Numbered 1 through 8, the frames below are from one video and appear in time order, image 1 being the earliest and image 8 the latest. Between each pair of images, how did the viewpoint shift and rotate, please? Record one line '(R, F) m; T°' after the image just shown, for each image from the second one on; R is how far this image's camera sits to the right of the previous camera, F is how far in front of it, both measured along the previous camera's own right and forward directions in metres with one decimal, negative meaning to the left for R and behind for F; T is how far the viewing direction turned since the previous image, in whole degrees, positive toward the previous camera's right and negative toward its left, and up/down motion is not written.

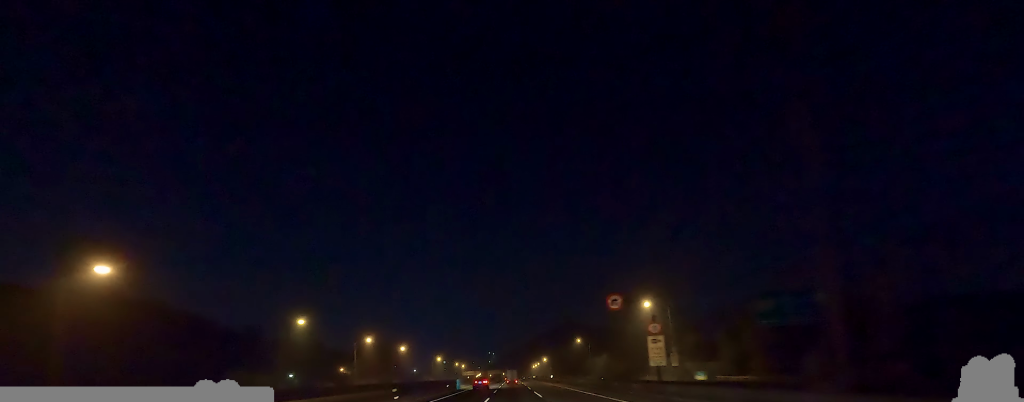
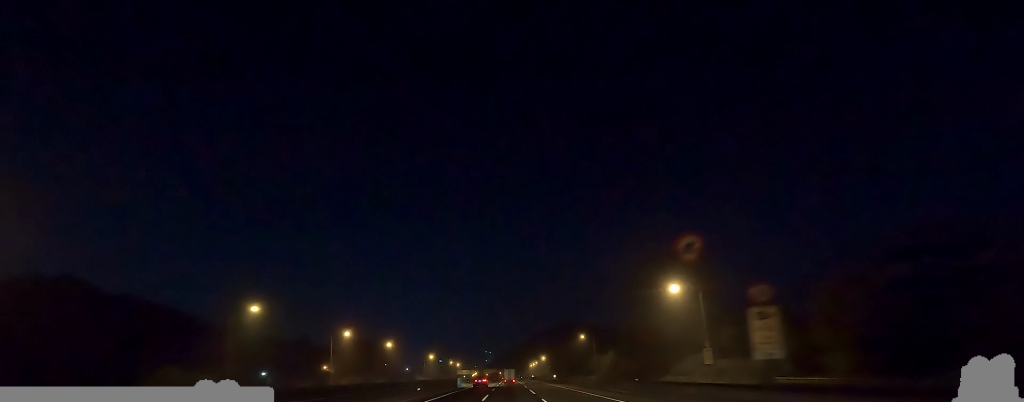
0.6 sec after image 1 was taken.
(+0.5, +15.6) m; 0°
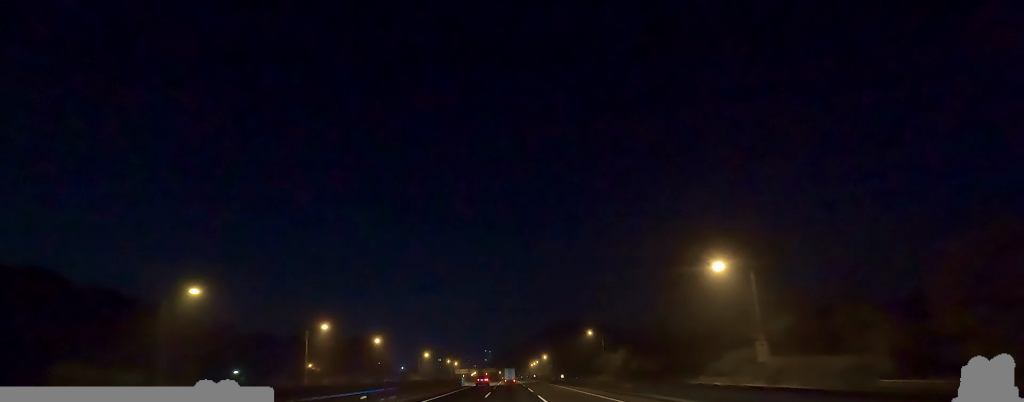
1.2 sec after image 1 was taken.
(-0.7, +14.8) m; 0°
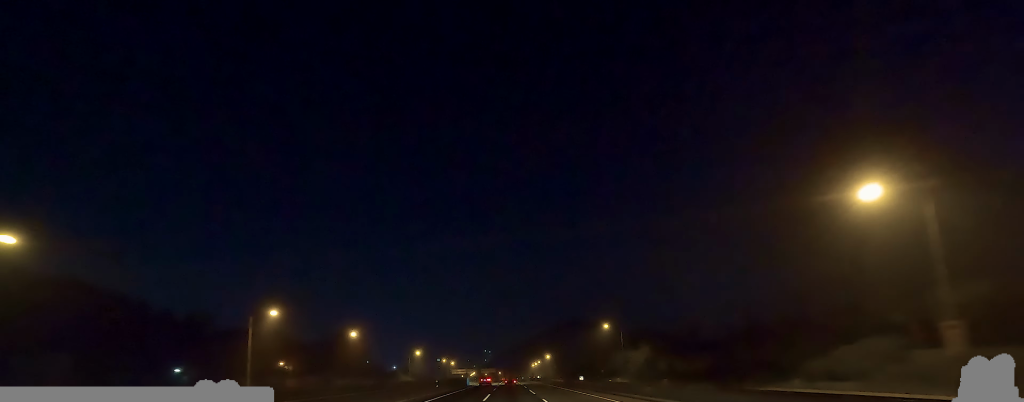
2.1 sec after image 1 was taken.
(+0.3, +23.3) m; 0°
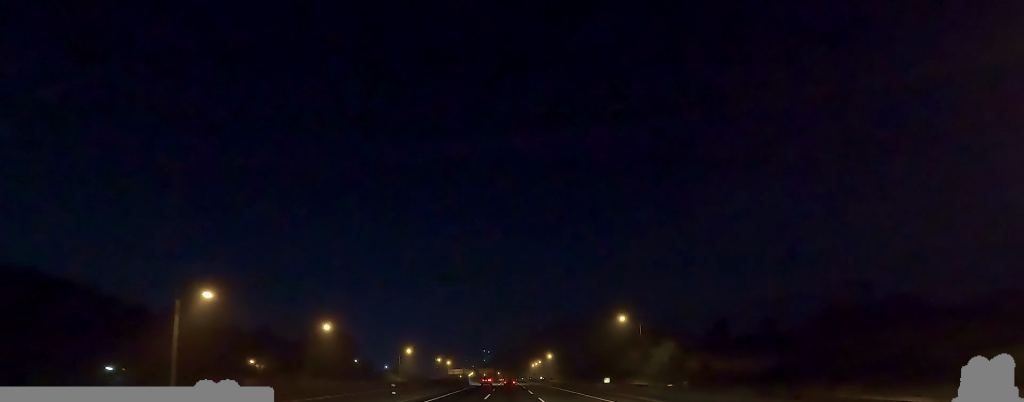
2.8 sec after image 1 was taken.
(+0.2, +18.0) m; 0°
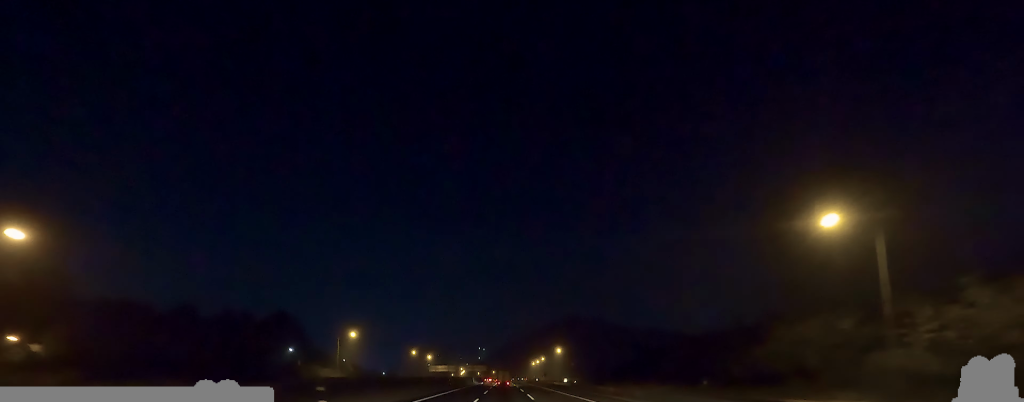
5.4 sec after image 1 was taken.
(+1.4, +67.5) m; 0°
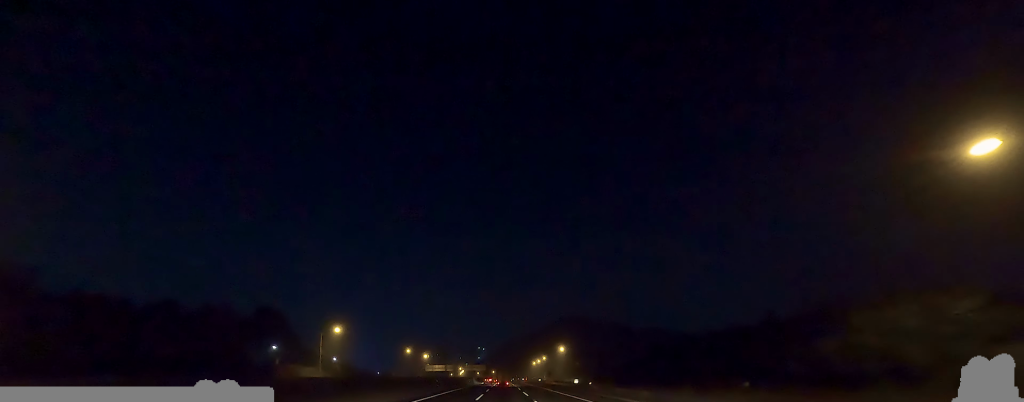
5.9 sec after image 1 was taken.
(-0.4, +11.9) m; 0°
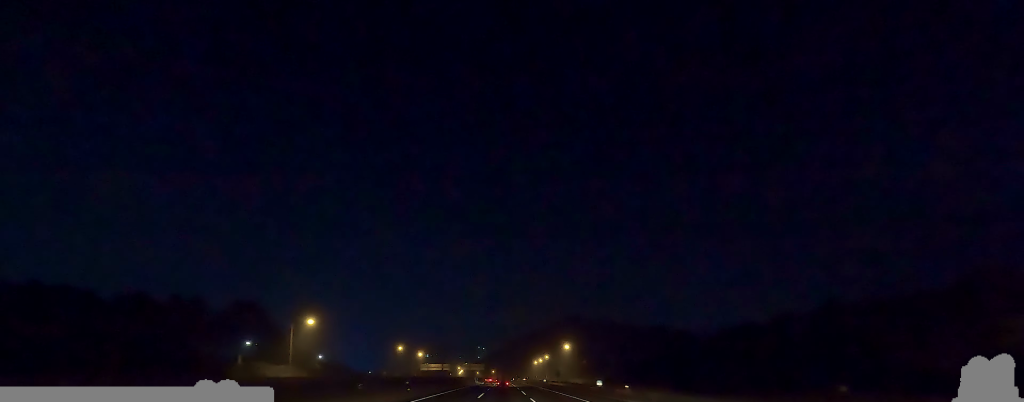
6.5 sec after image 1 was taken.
(-0.7, +16.1) m; 0°
